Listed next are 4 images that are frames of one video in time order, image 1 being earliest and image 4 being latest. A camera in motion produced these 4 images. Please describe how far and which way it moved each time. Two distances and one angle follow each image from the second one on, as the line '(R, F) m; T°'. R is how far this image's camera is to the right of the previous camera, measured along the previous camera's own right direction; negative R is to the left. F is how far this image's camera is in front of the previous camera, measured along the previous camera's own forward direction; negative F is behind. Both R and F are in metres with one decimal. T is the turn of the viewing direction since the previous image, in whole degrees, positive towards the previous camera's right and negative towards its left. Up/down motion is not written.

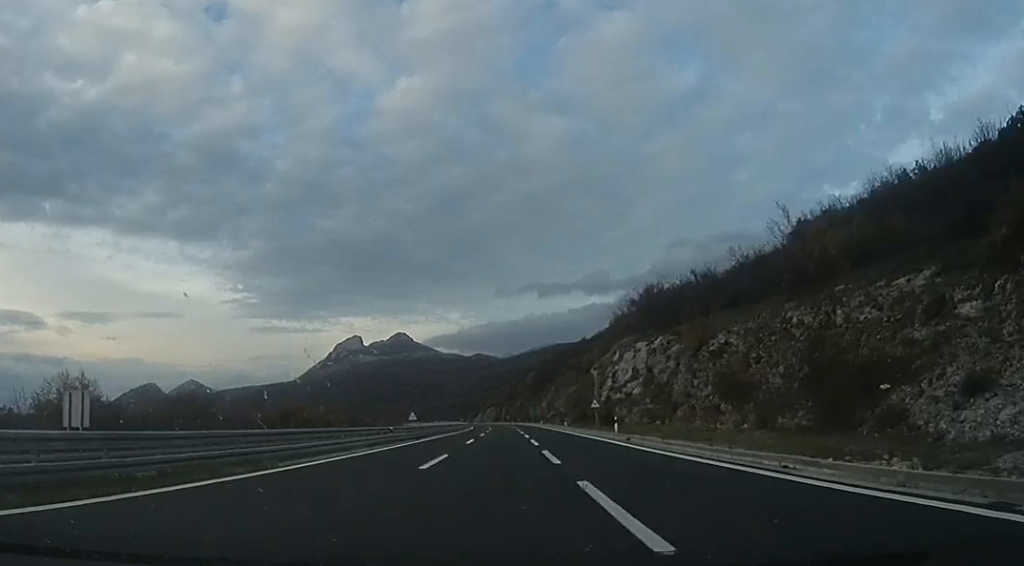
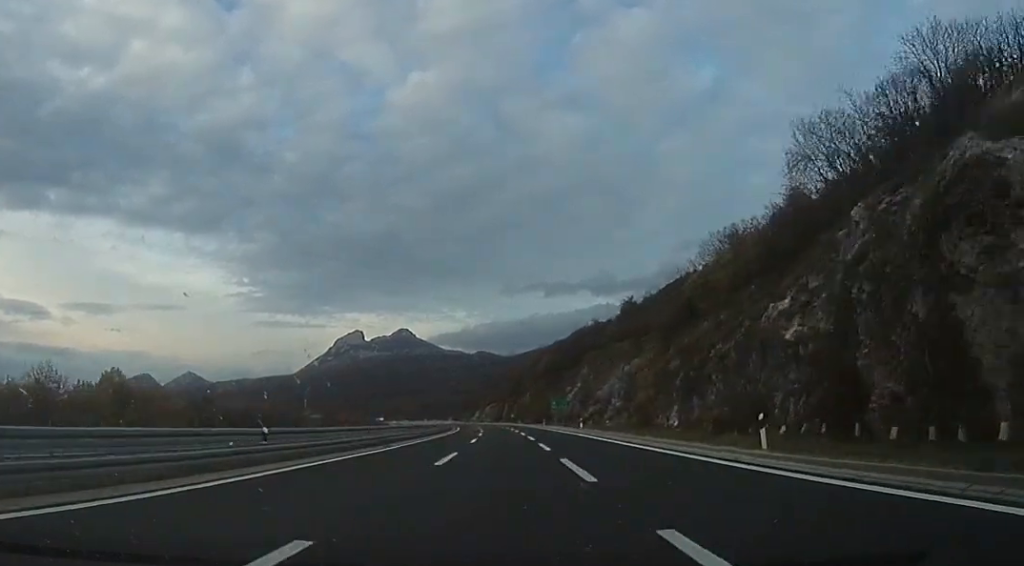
(+1.1, +52.2) m; +1°
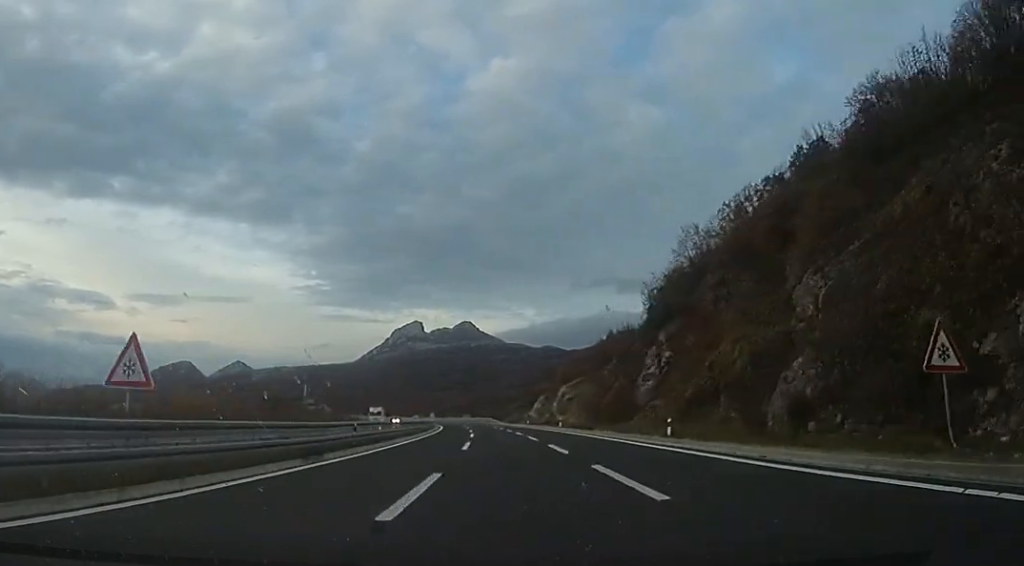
(-8.2, +134.7) m; -6°
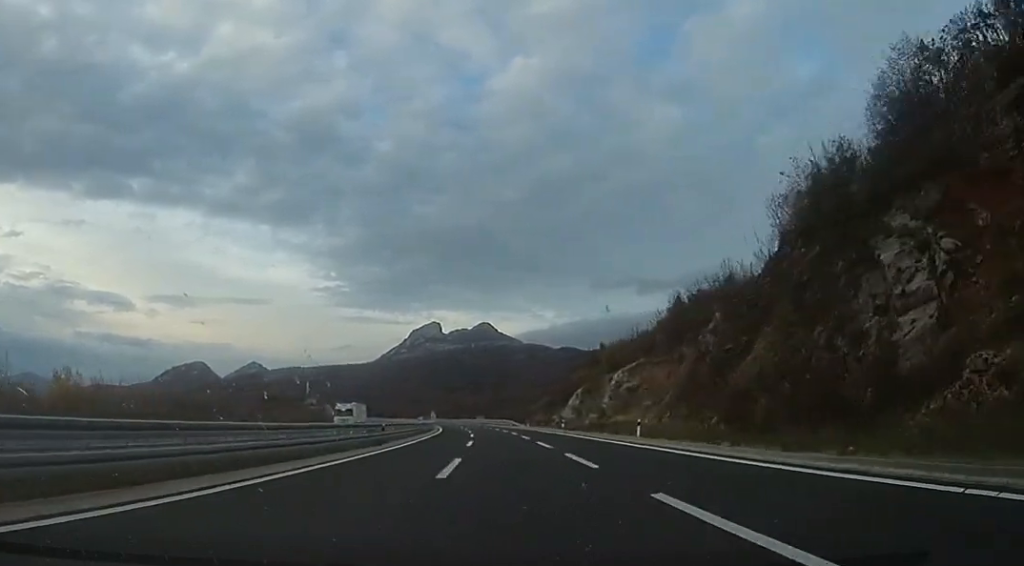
(-0.6, +29.4) m; -2°
